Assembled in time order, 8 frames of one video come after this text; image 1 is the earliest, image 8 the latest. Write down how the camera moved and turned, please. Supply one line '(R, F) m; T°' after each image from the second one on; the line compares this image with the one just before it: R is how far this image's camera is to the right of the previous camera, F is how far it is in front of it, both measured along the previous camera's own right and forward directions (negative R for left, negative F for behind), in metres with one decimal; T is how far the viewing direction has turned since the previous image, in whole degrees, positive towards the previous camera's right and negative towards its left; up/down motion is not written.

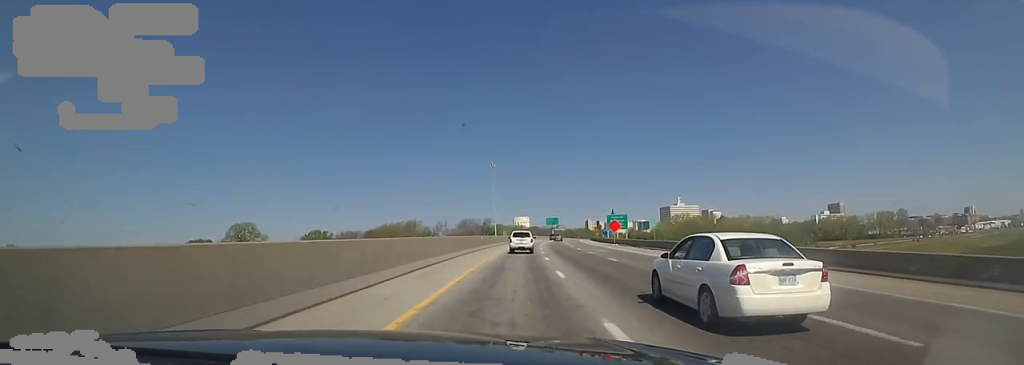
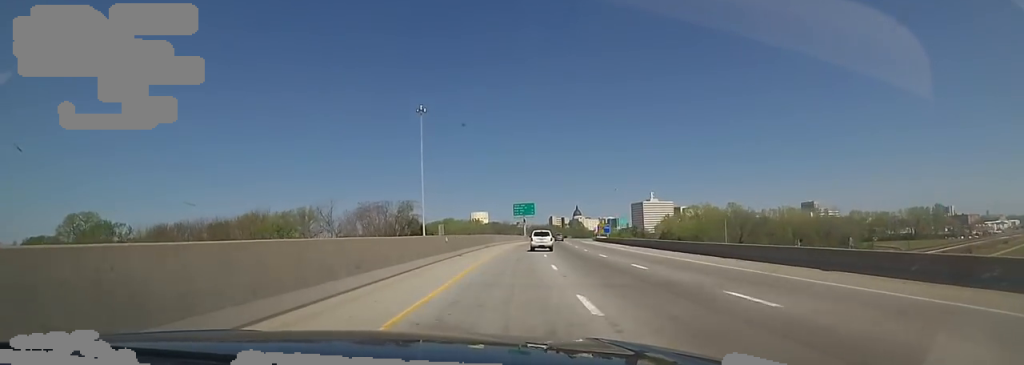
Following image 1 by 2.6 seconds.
(+4.7, +78.9) m; +6°
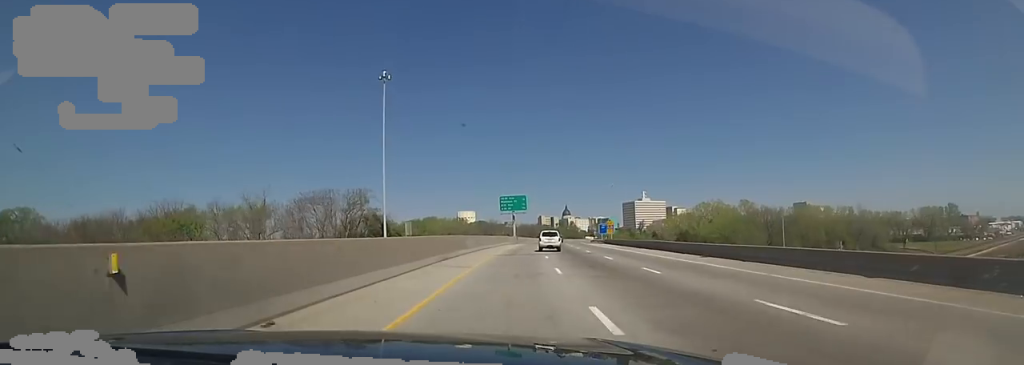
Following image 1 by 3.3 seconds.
(+0.2, +22.6) m; +1°
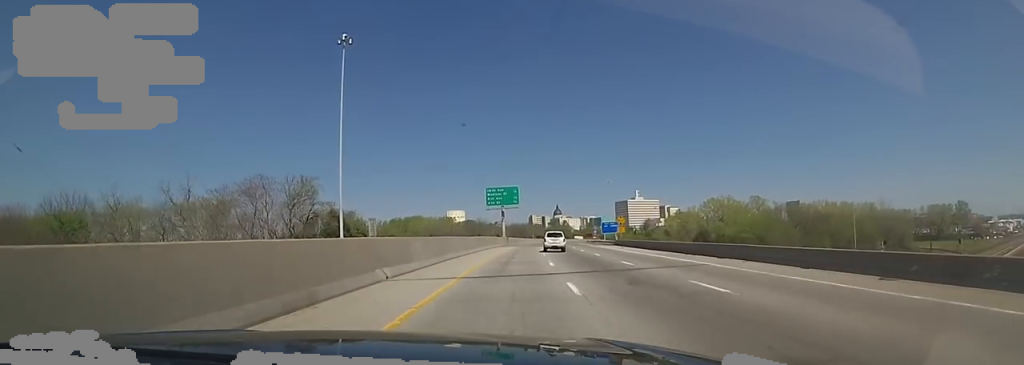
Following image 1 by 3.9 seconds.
(+0.4, +16.5) m; 0°
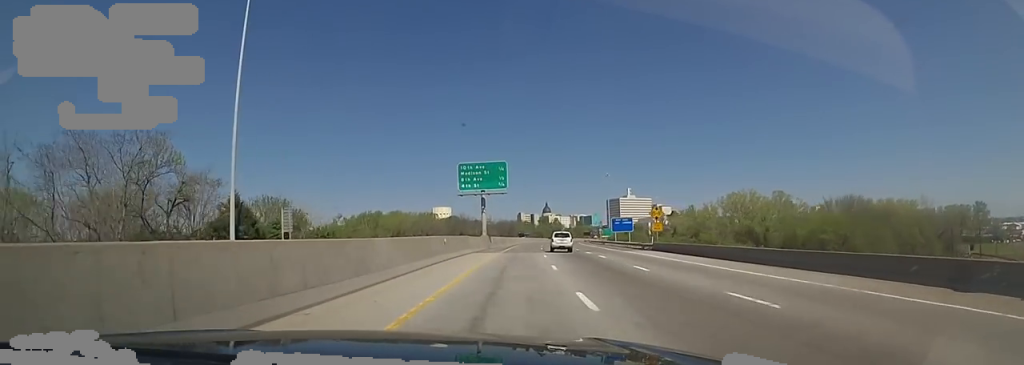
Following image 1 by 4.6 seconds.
(-0.1, +23.7) m; +1°
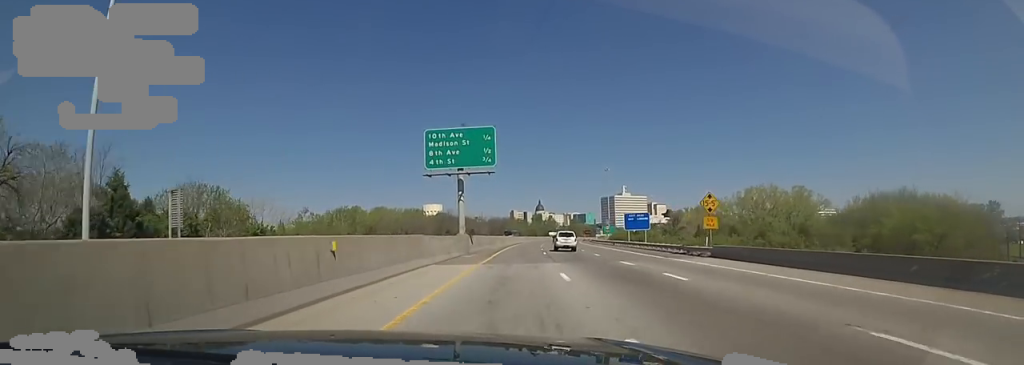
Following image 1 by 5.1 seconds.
(-0.6, +15.4) m; +1°
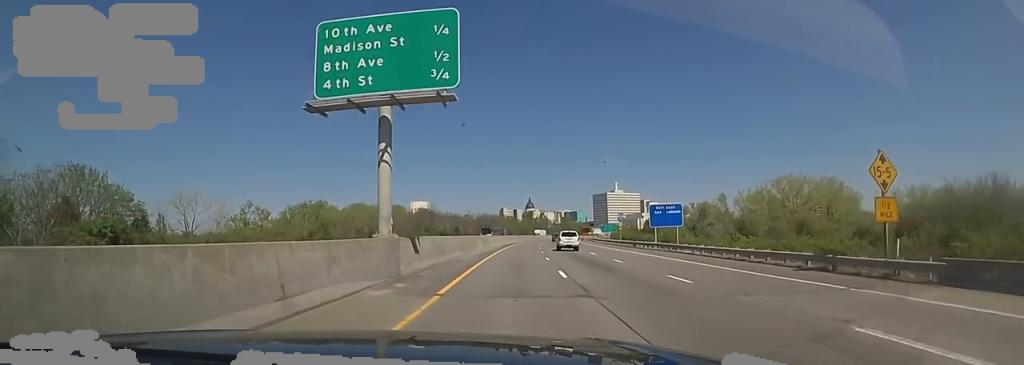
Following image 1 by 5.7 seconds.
(+0.9, +18.3) m; +1°
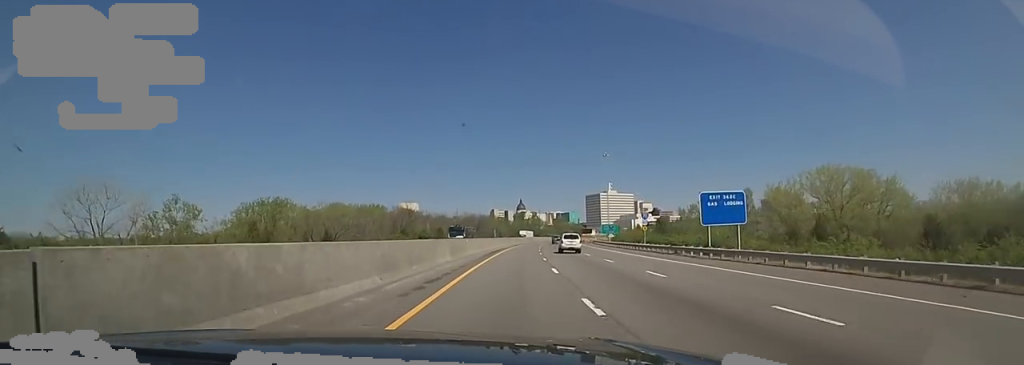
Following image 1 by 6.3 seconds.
(+0.4, +17.2) m; +1°
